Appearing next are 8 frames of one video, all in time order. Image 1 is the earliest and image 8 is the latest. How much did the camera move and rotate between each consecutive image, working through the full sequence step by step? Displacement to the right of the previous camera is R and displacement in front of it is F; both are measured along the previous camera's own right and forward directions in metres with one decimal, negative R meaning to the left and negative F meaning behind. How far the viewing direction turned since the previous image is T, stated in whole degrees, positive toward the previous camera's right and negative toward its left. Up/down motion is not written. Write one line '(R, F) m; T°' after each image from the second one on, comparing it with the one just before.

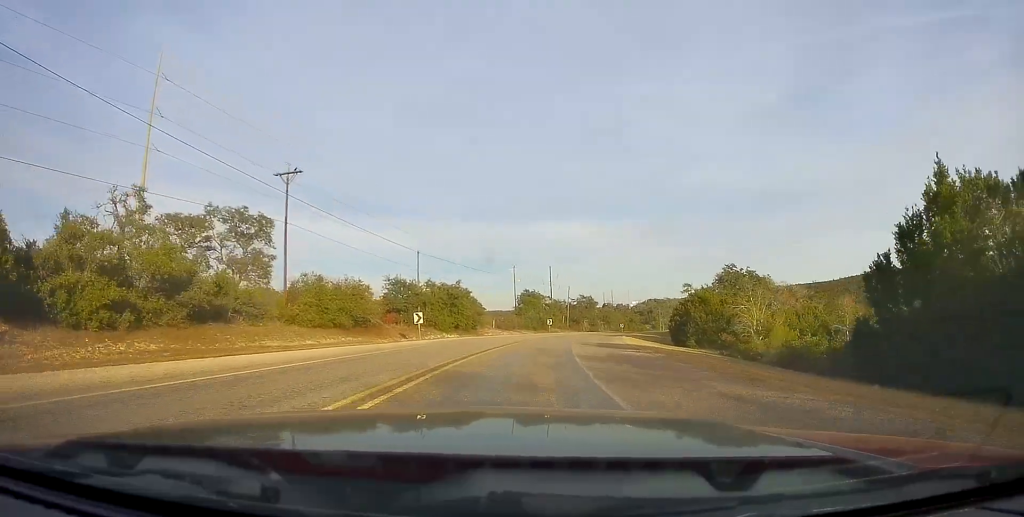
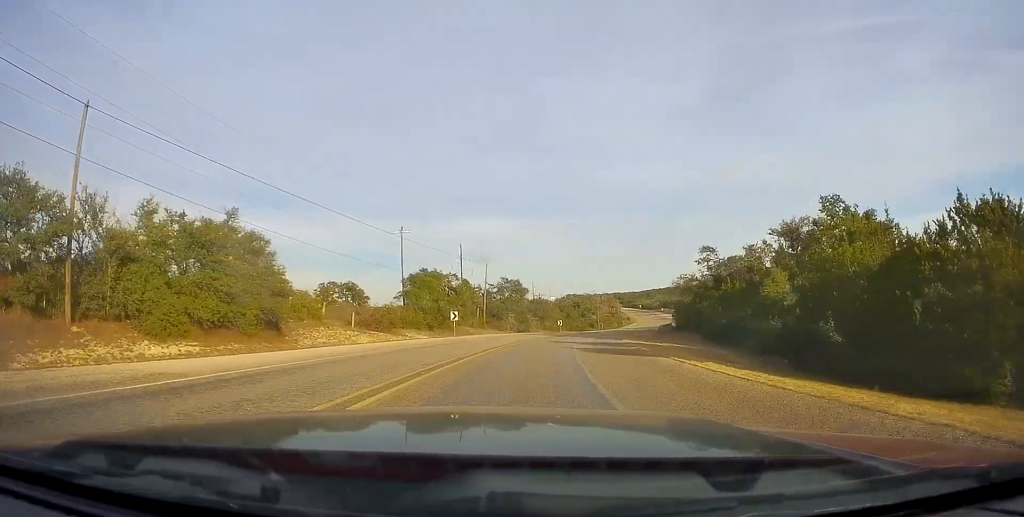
(+2.4, +41.4) m; +8°
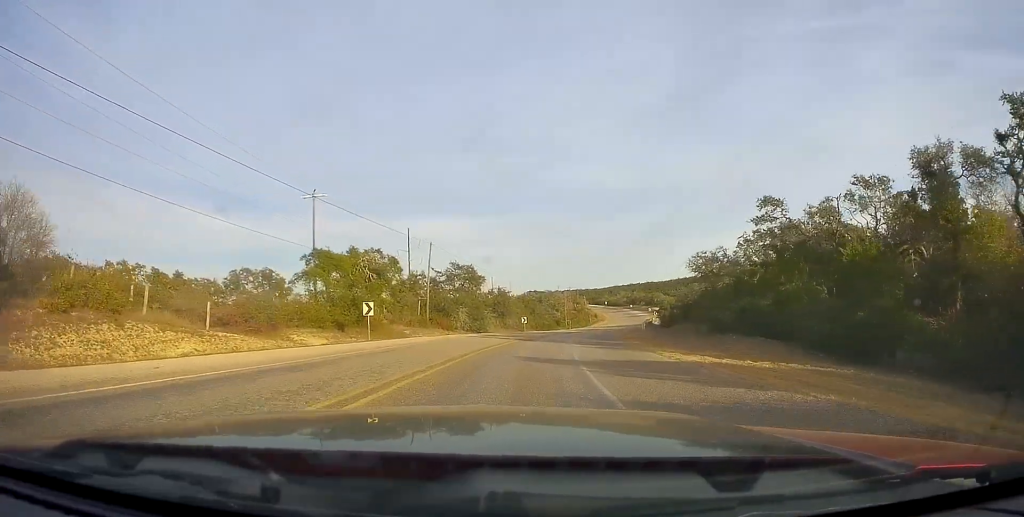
(+0.9, +19.1) m; +4°
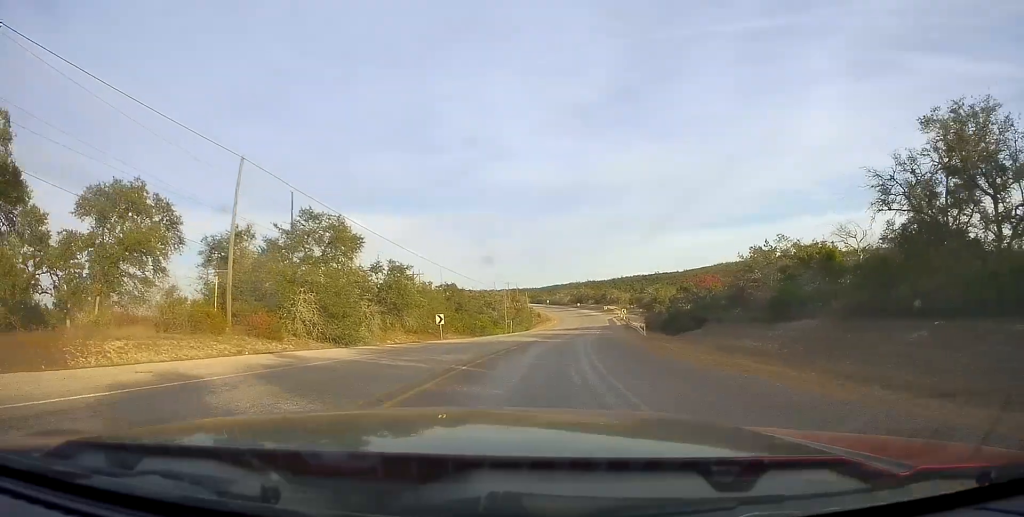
(+2.1, +34.5) m; +7°
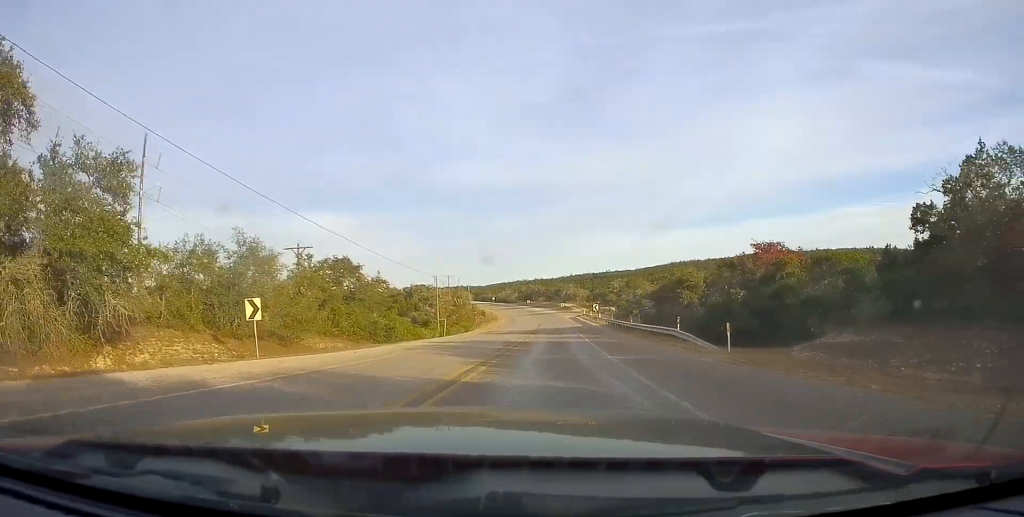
(+1.2, +28.1) m; +5°
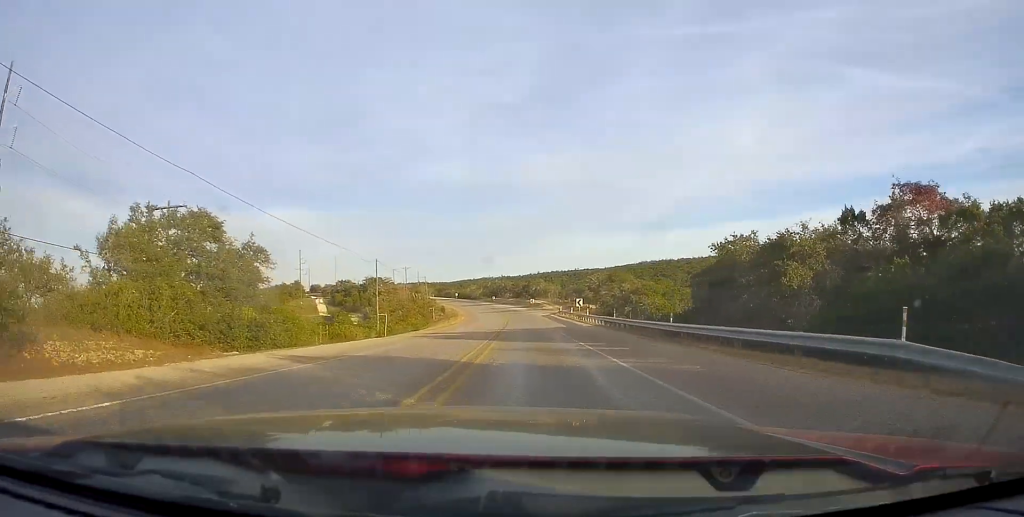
(+0.6, +19.0) m; +3°
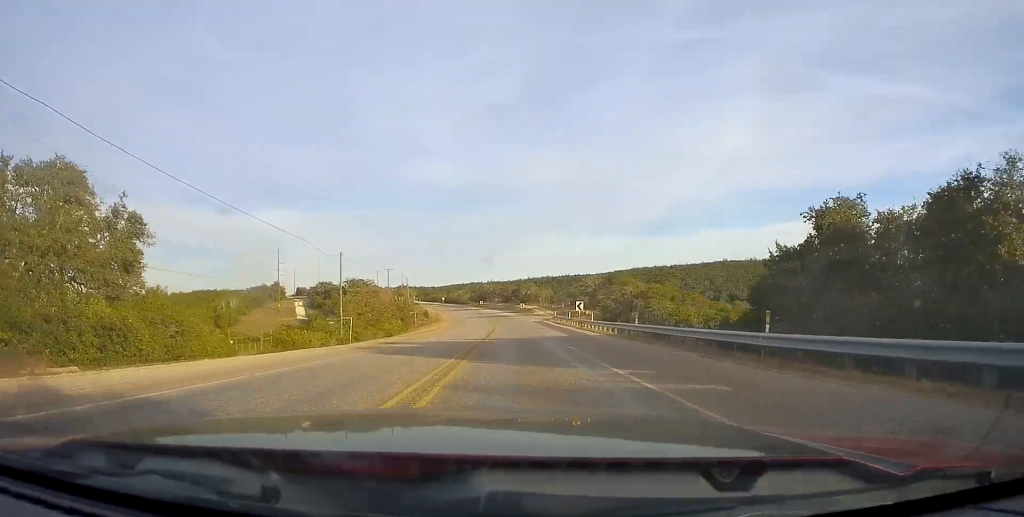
(+0.1, +10.6) m; +1°
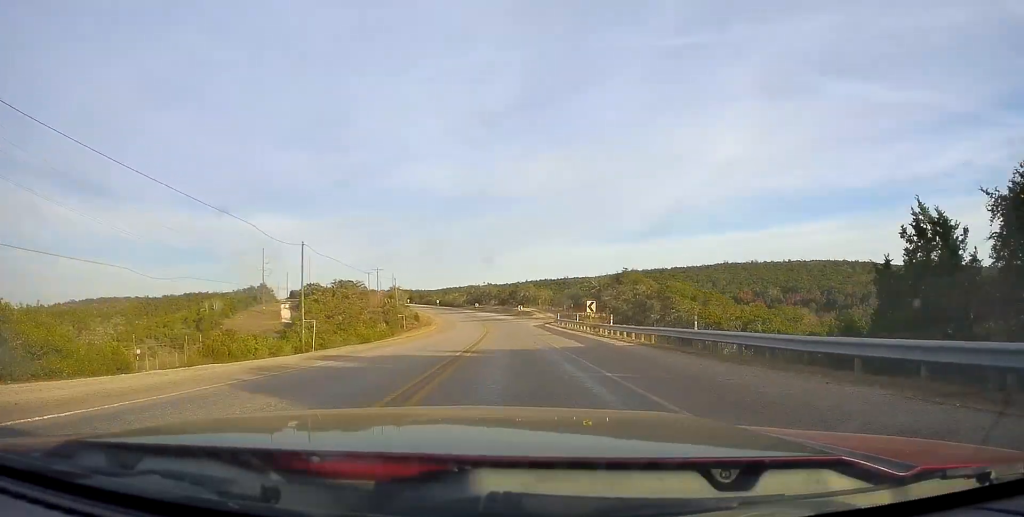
(+0.1, +10.2) m; 0°
